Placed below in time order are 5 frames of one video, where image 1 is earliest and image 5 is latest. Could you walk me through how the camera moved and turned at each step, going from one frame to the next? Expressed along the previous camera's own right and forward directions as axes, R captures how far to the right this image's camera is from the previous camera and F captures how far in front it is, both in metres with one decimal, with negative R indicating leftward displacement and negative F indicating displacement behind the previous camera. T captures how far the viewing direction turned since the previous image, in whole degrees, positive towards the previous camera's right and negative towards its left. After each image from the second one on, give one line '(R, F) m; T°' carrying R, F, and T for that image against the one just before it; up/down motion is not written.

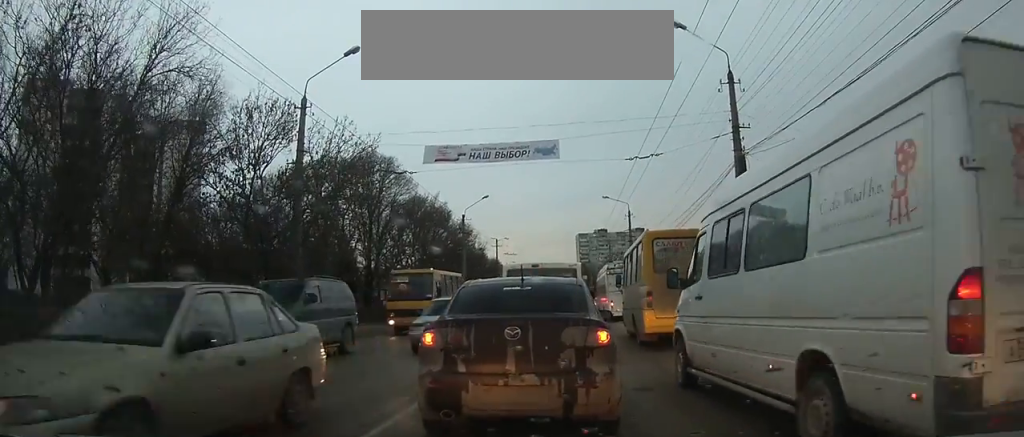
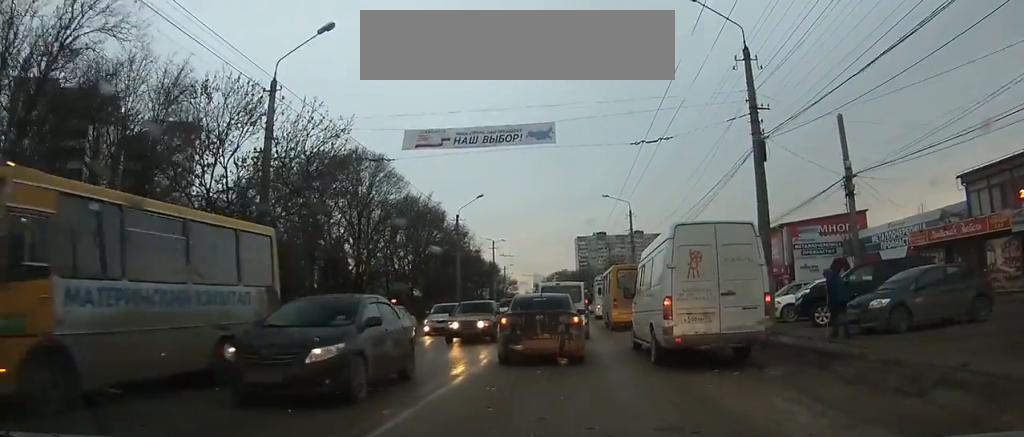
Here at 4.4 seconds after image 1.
(+0.2, +7.9) m; 0°
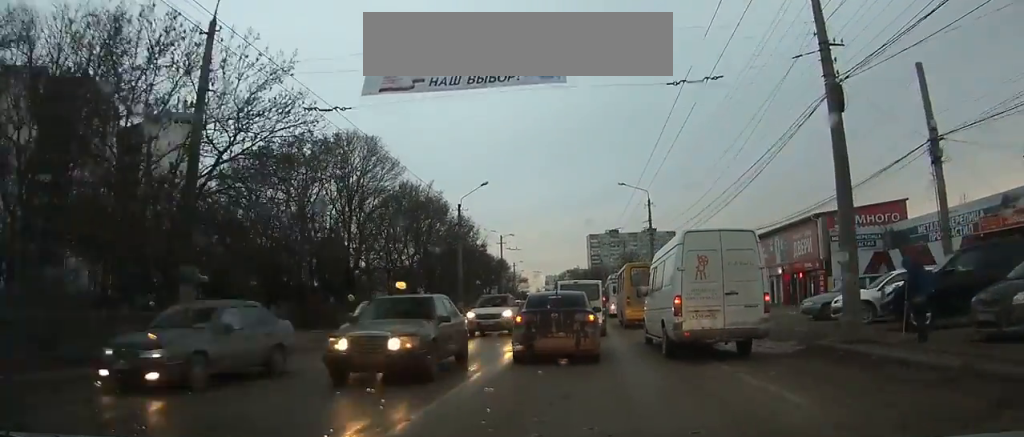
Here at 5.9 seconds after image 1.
(0.0, +3.8) m; -1°
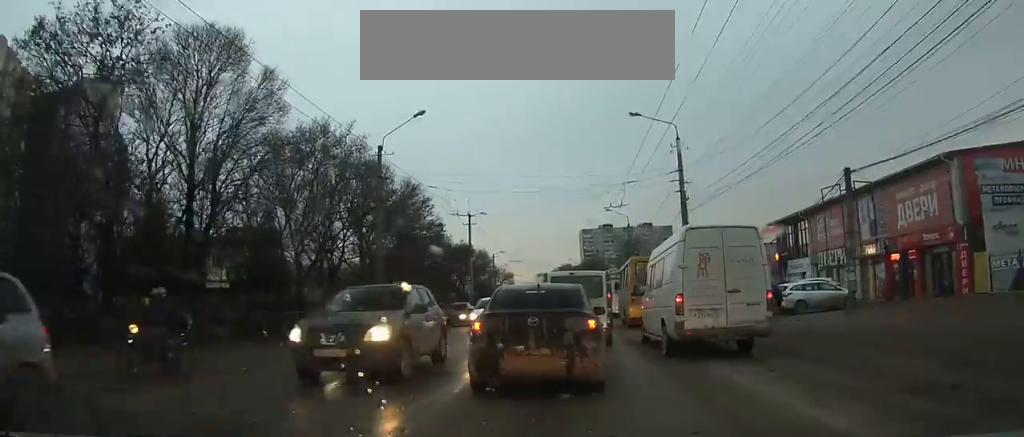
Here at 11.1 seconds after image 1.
(-0.3, +14.4) m; -2°
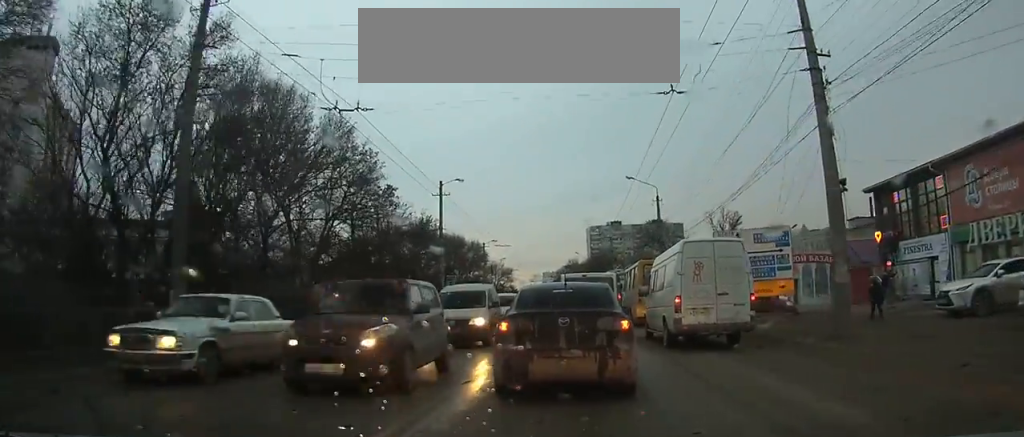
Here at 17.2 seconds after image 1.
(+0.3, +17.7) m; +3°
